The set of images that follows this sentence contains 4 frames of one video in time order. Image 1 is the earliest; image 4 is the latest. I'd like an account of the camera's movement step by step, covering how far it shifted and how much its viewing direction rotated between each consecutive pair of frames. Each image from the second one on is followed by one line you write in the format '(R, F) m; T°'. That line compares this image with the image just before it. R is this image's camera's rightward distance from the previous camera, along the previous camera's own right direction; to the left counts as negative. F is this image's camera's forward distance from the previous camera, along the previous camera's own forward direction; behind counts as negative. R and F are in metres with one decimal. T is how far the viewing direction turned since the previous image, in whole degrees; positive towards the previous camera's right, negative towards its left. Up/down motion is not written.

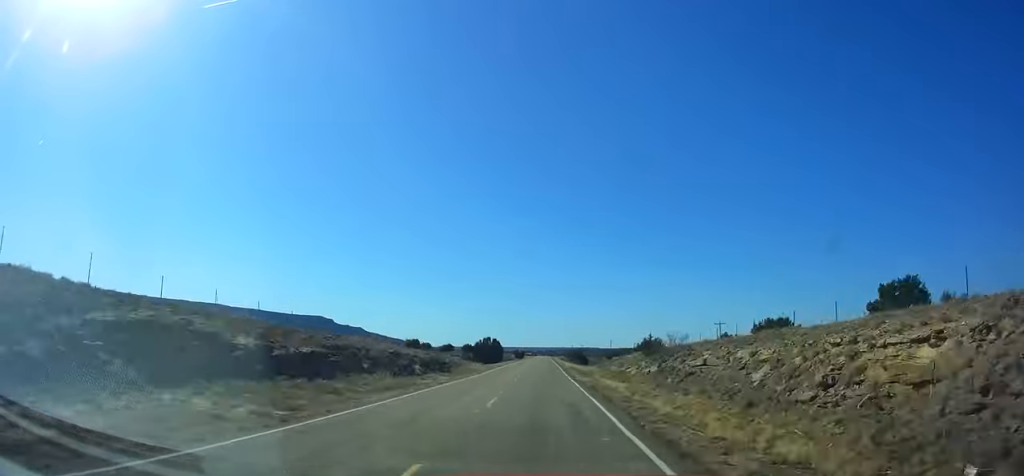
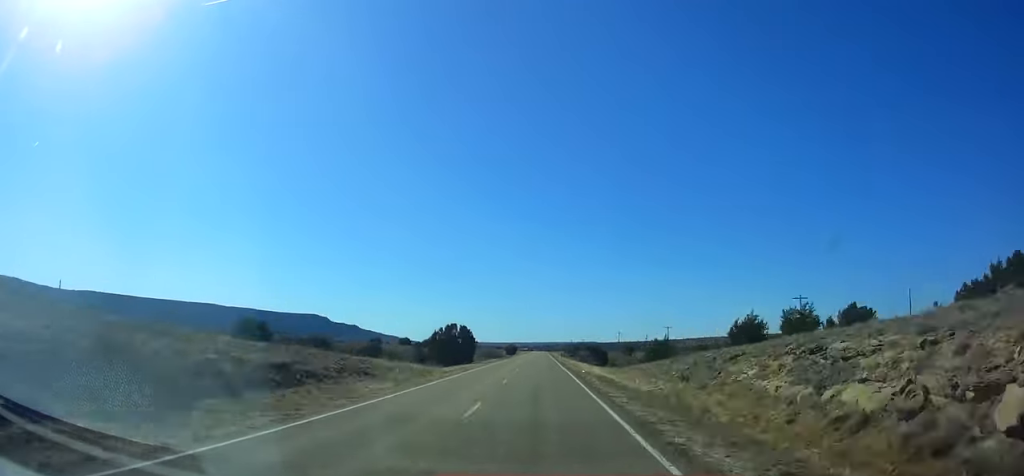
(-0.2, +41.2) m; 0°
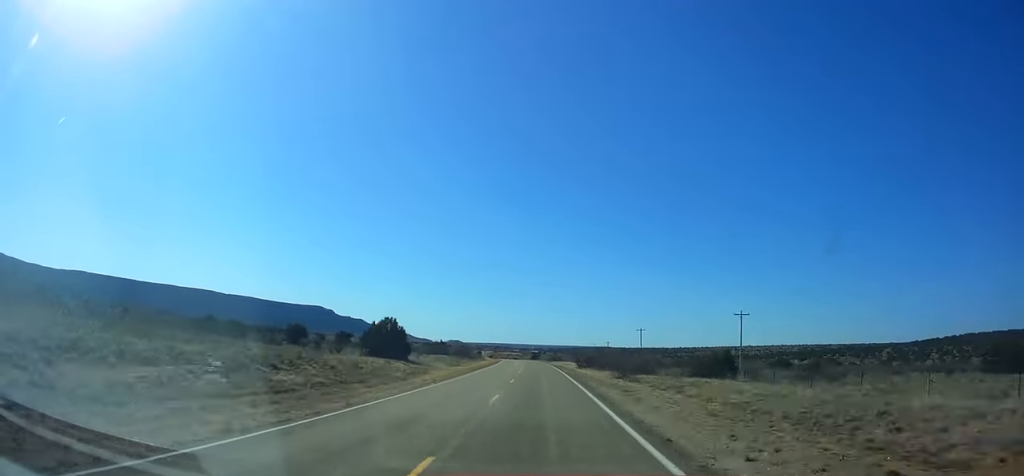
(+1.5, +278.7) m; -1°
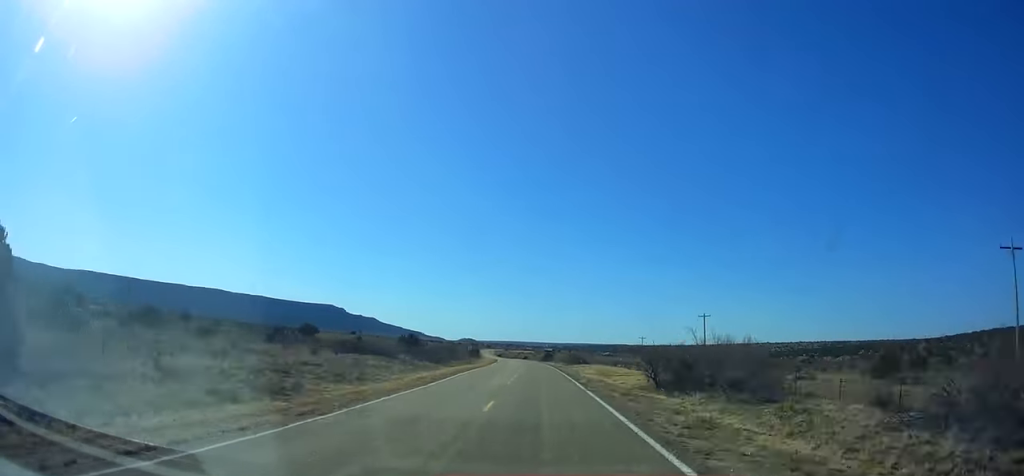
(-0.9, +52.5) m; -1°
